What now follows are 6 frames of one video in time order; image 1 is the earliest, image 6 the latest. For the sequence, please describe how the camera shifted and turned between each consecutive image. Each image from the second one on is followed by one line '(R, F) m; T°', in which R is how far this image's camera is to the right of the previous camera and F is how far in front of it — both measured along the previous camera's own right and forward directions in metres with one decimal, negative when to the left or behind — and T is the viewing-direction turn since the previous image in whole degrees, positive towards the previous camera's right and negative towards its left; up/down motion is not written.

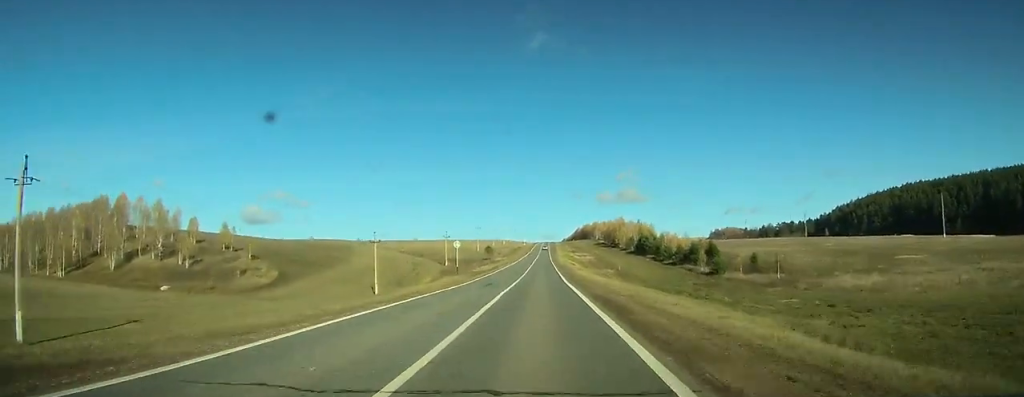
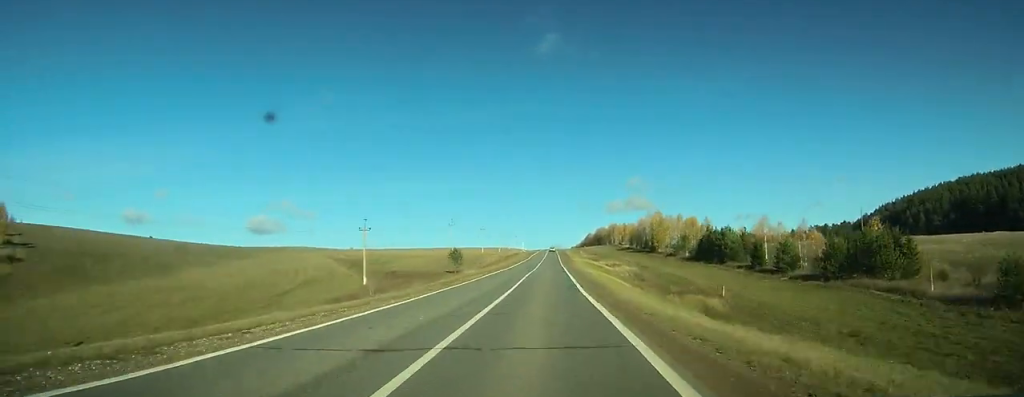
(-0.1, +63.5) m; 0°
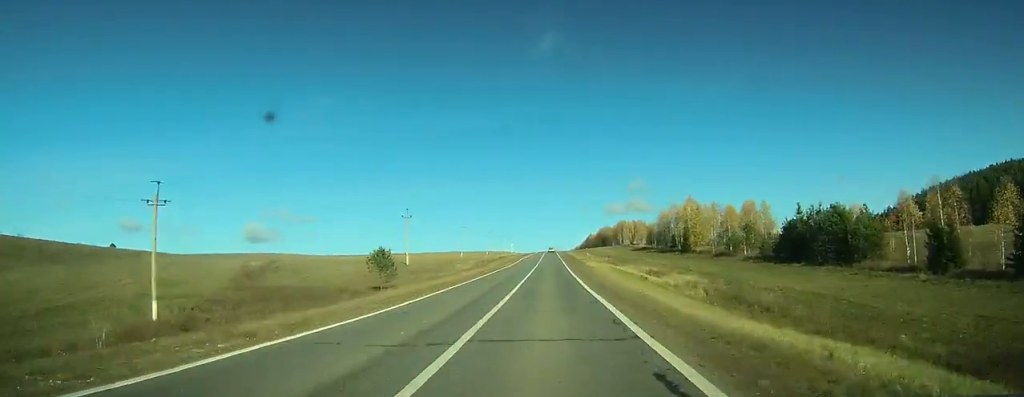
(-0.1, +37.1) m; 0°
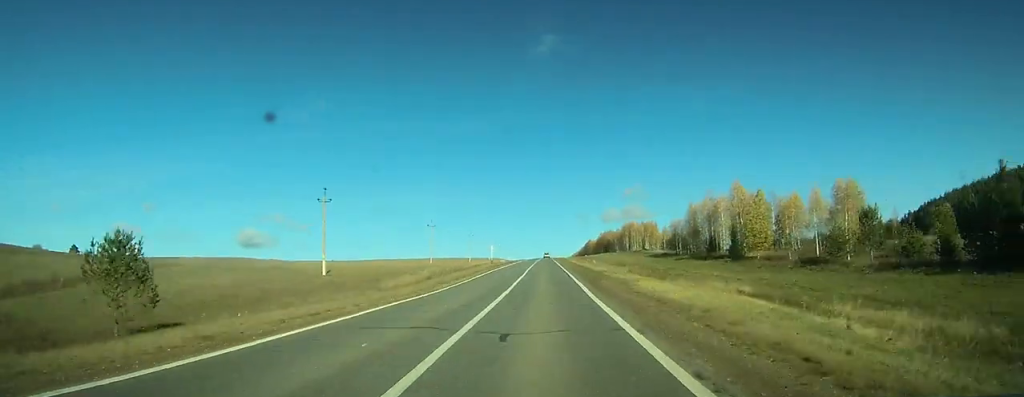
(0.0, +31.4) m; 0°
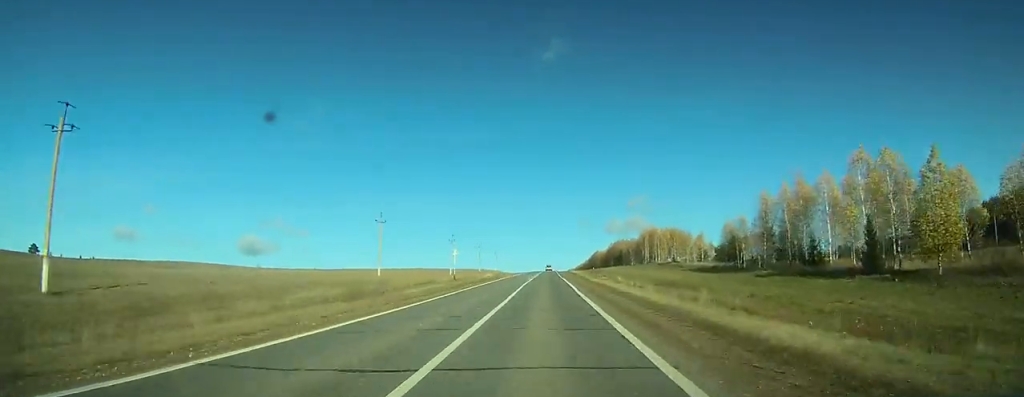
(0.0, +35.7) m; 0°
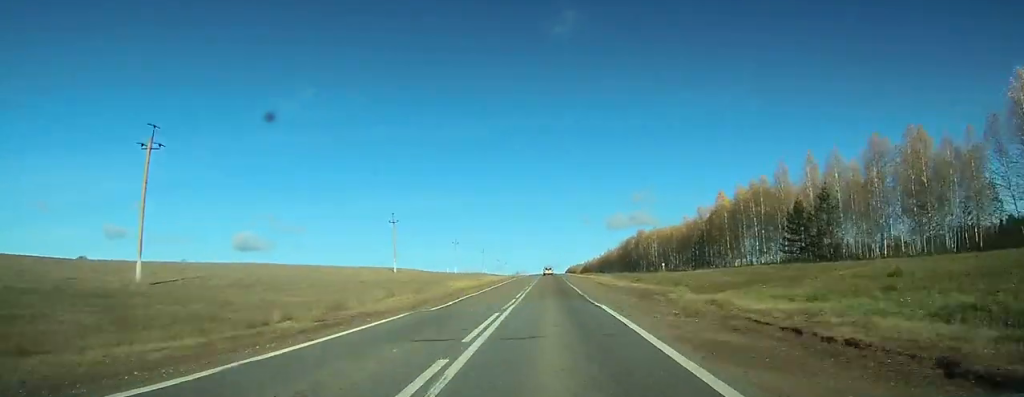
(-0.1, +173.0) m; 0°
